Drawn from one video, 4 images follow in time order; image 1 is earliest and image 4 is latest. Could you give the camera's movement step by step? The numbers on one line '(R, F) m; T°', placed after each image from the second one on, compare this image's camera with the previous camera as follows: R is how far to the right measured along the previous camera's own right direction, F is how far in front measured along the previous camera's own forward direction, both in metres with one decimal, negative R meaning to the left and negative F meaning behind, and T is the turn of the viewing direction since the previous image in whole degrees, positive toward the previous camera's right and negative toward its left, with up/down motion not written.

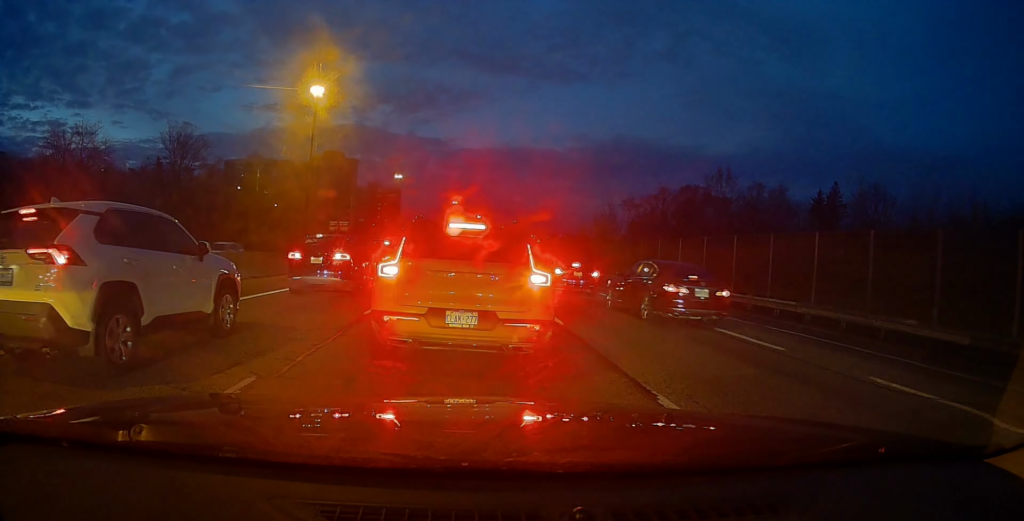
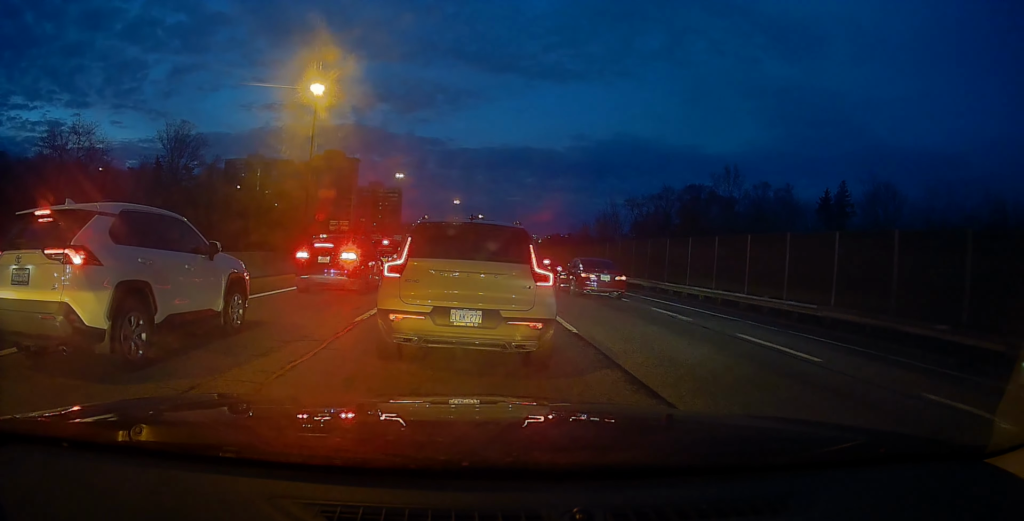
(0.0, 0.0) m; 0°
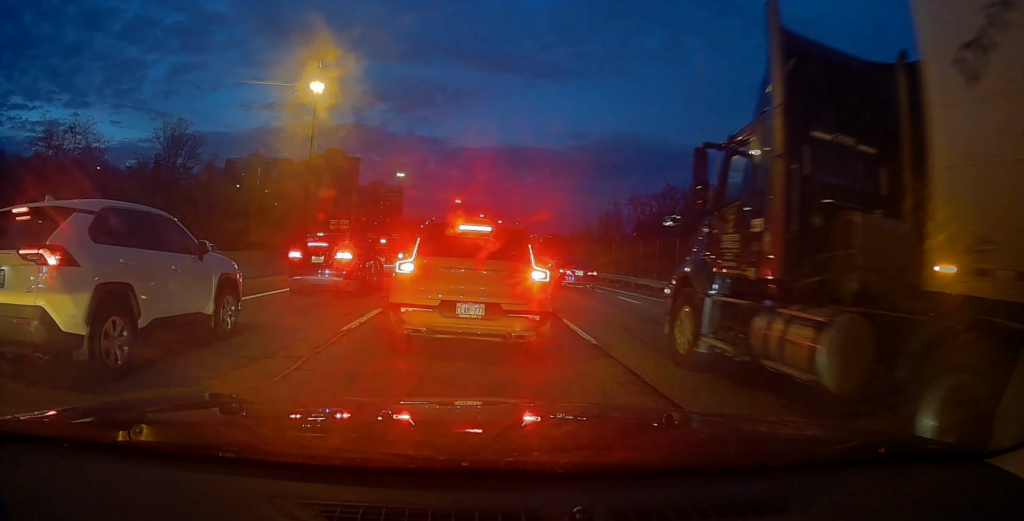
(+0.1, +0.6) m; 0°
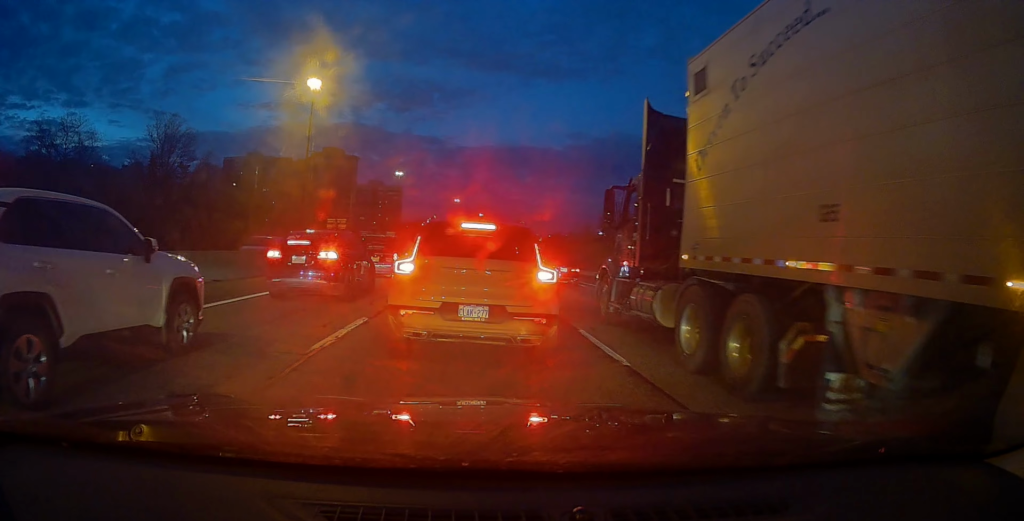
(-0.1, +1.1) m; +2°
